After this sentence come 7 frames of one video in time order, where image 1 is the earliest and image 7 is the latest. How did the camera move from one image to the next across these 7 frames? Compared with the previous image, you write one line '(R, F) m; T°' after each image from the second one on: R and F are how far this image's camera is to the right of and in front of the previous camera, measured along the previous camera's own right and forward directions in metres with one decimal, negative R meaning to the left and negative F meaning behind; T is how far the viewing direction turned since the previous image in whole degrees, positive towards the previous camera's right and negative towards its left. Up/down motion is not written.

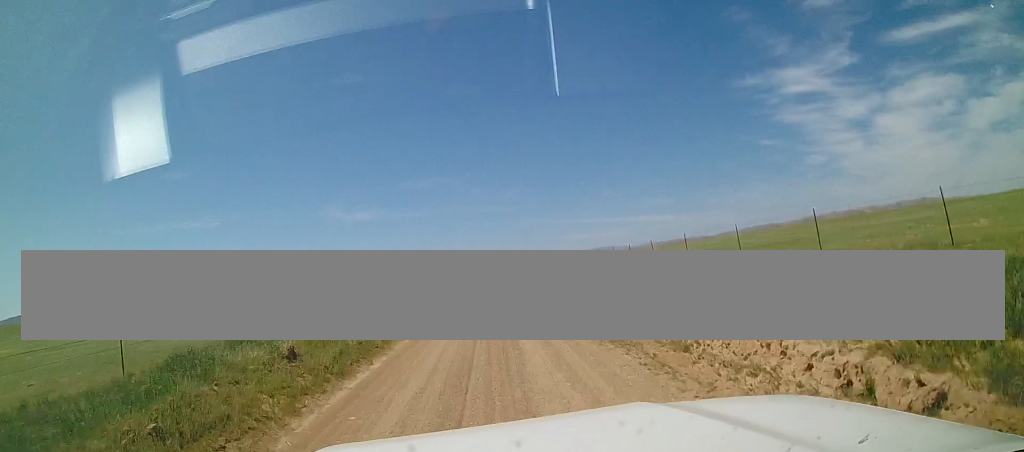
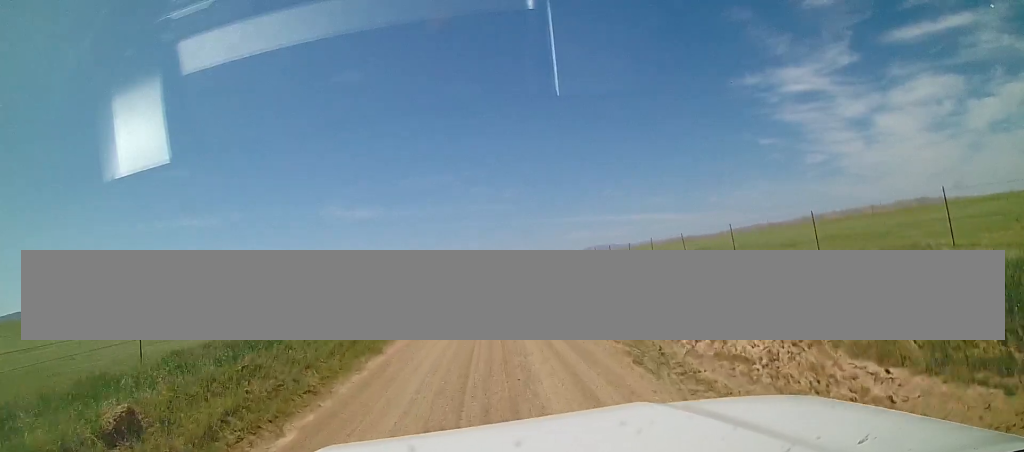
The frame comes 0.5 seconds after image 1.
(0.0, +4.9) m; 0°
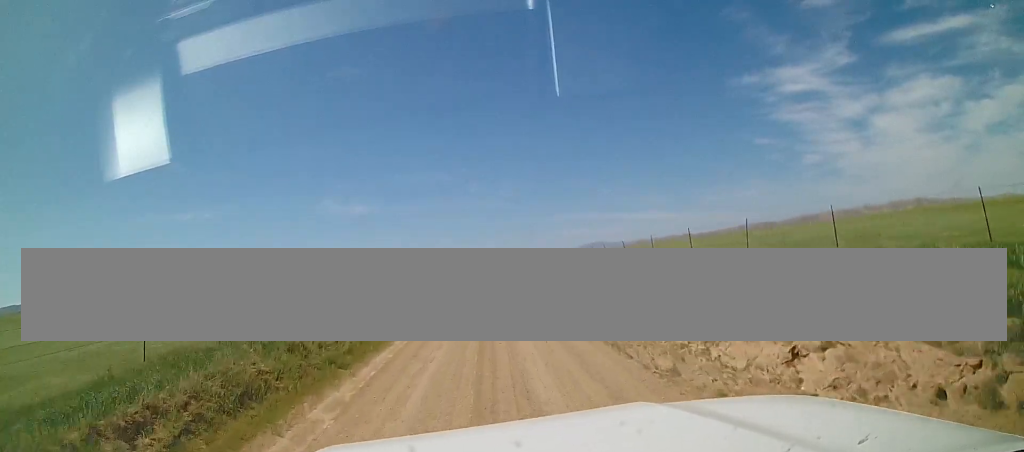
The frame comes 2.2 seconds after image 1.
(-0.2, +16.0) m; +1°
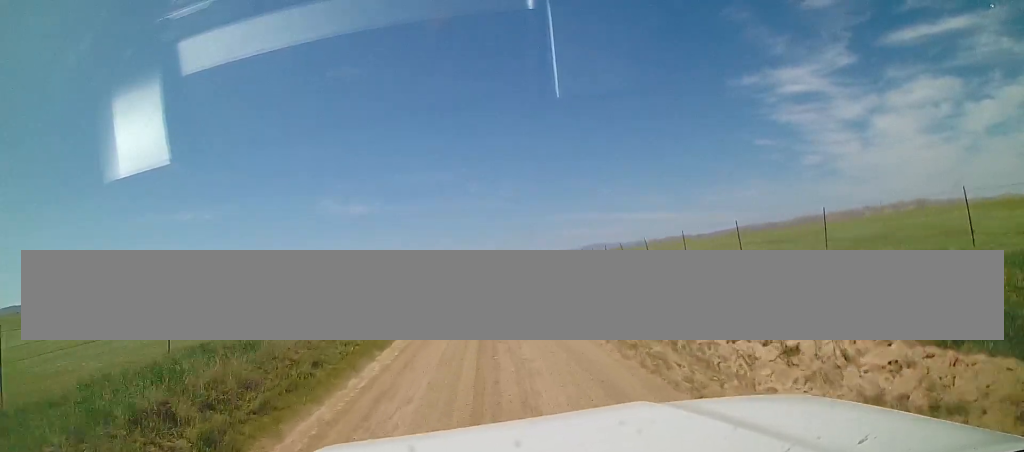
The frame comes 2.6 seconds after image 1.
(+0.1, +4.5) m; +1°
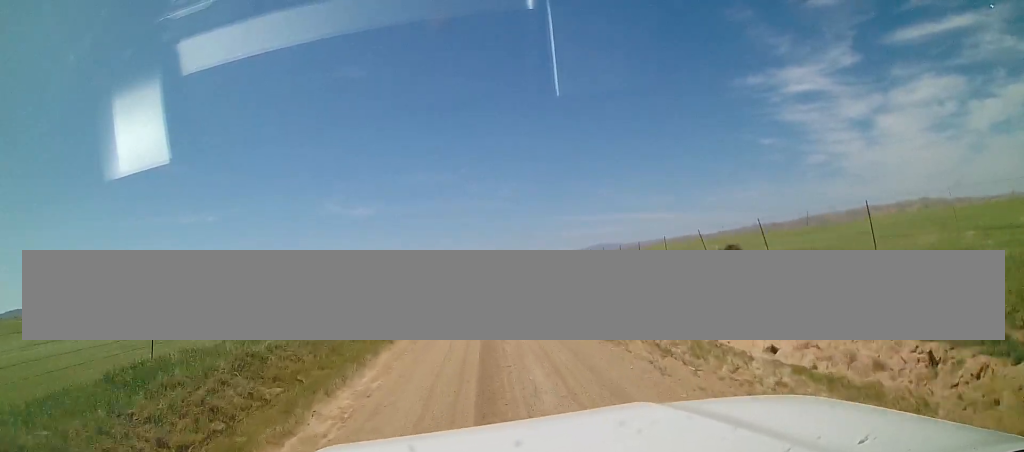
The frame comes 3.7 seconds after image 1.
(+0.2, +11.8) m; +1°
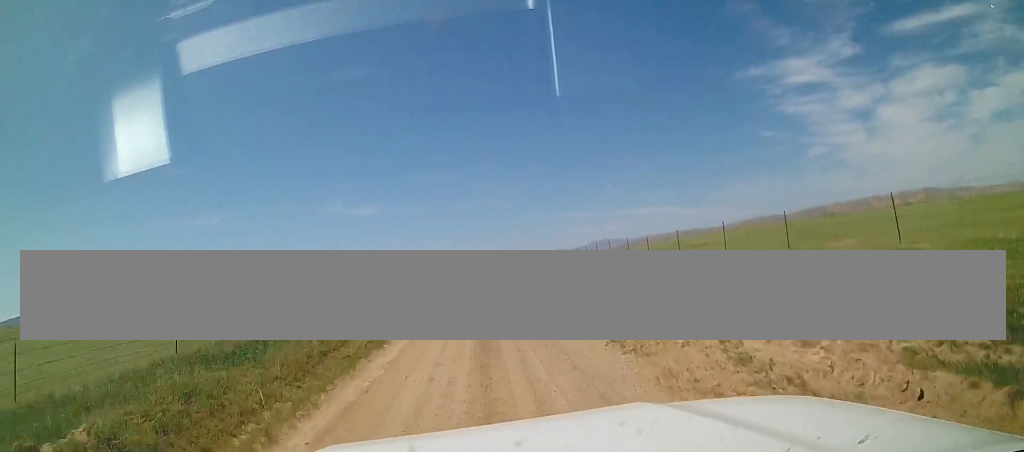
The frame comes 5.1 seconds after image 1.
(0.0, +15.8) m; -2°
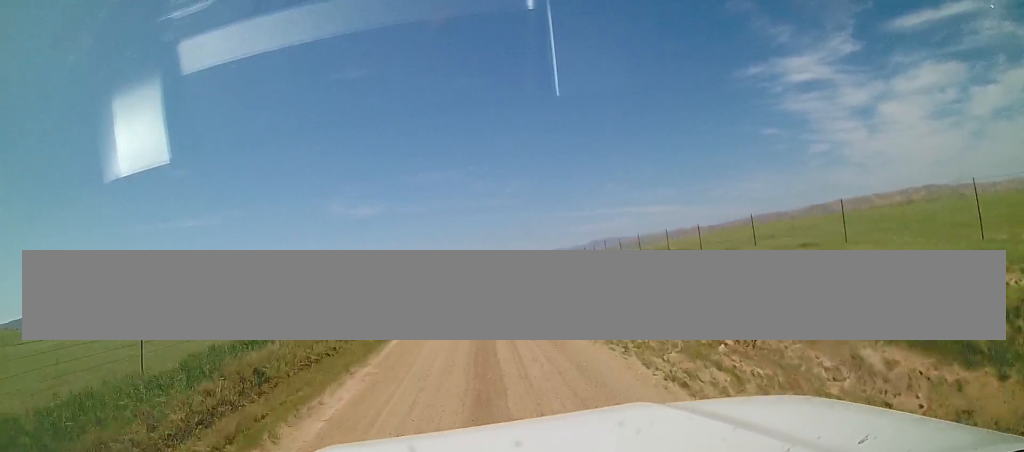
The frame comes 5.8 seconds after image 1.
(-0.2, +7.6) m; 0°
